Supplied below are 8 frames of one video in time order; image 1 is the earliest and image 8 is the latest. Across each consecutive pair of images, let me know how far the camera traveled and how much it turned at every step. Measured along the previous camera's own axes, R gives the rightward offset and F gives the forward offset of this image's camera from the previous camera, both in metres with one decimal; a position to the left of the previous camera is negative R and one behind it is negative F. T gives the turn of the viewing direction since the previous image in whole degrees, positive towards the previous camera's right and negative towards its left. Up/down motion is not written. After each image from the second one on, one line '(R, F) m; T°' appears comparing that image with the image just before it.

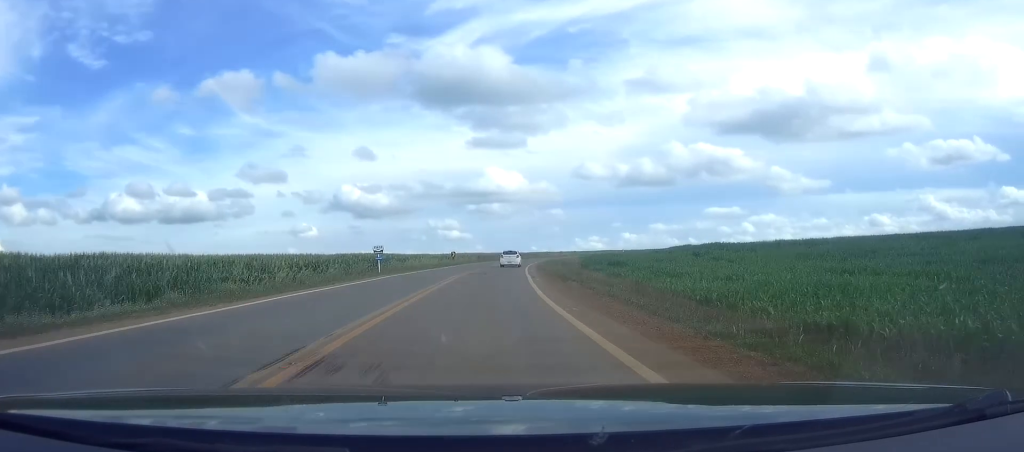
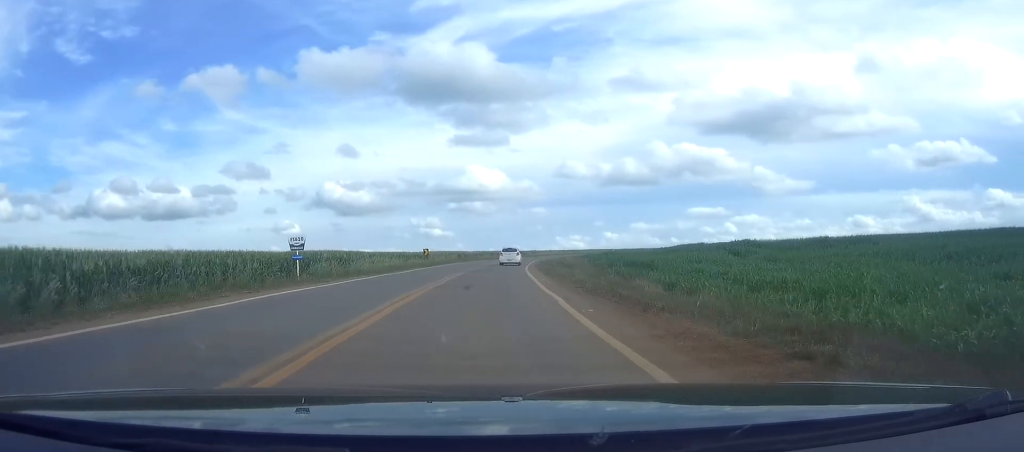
(0.0, +16.2) m; 0°
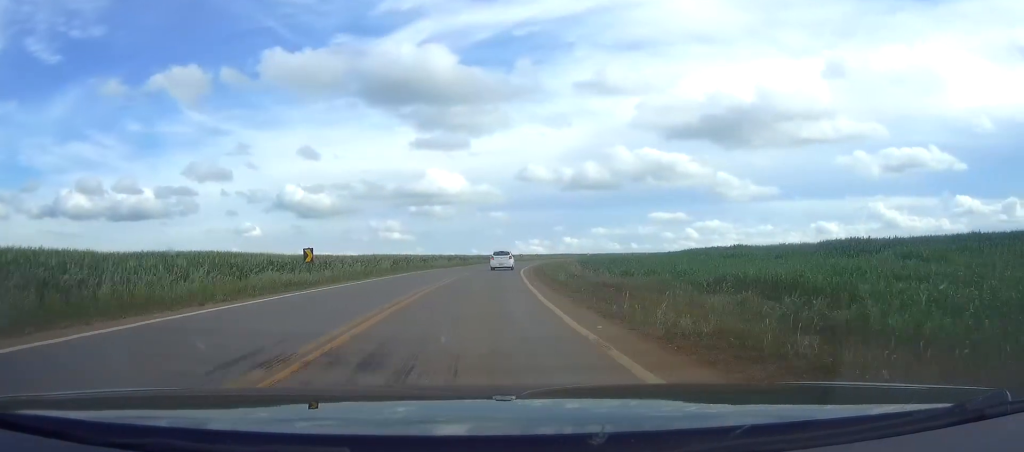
(0.0, +30.3) m; 0°
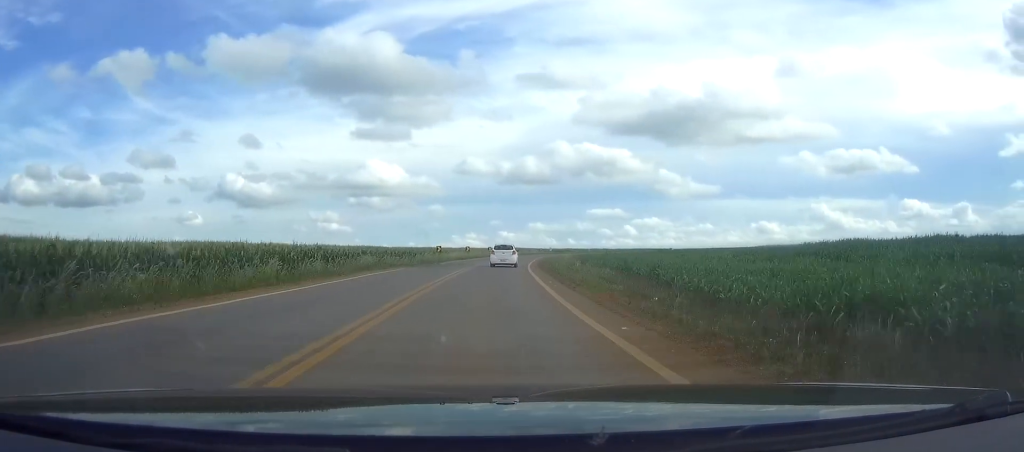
(0.0, +56.7) m; 0°
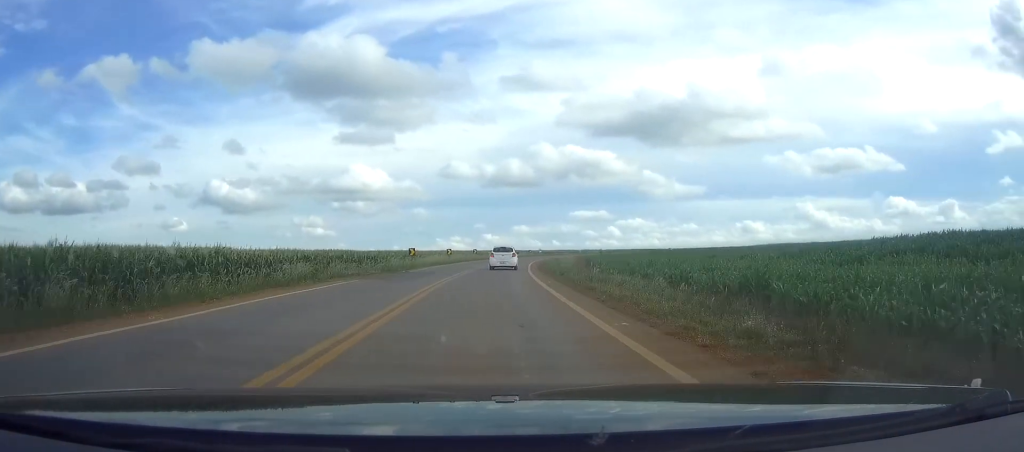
(0.0, +12.8) m; 0°
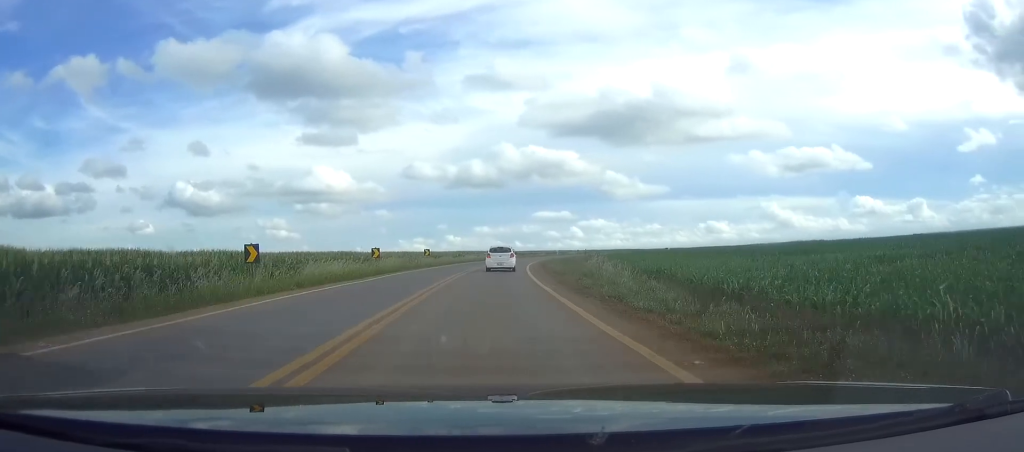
(0.0, +30.7) m; 0°
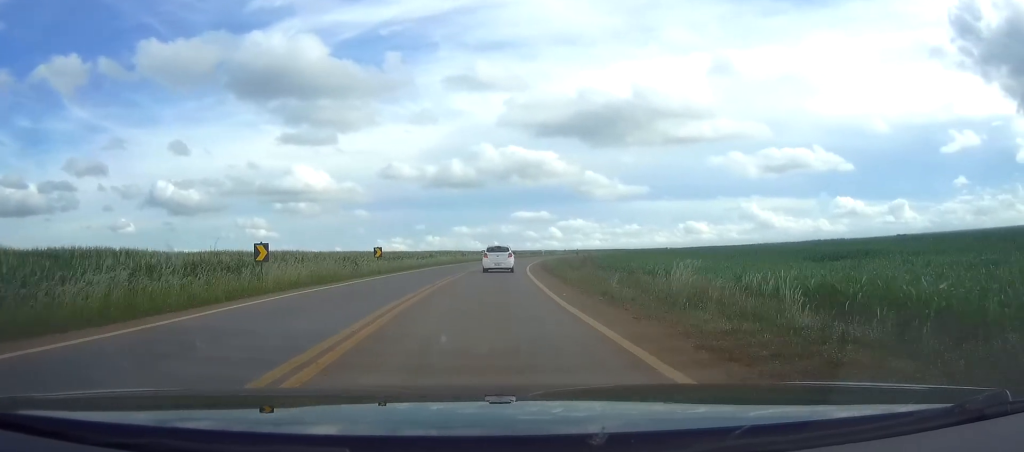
(0.0, +17.8) m; 0°
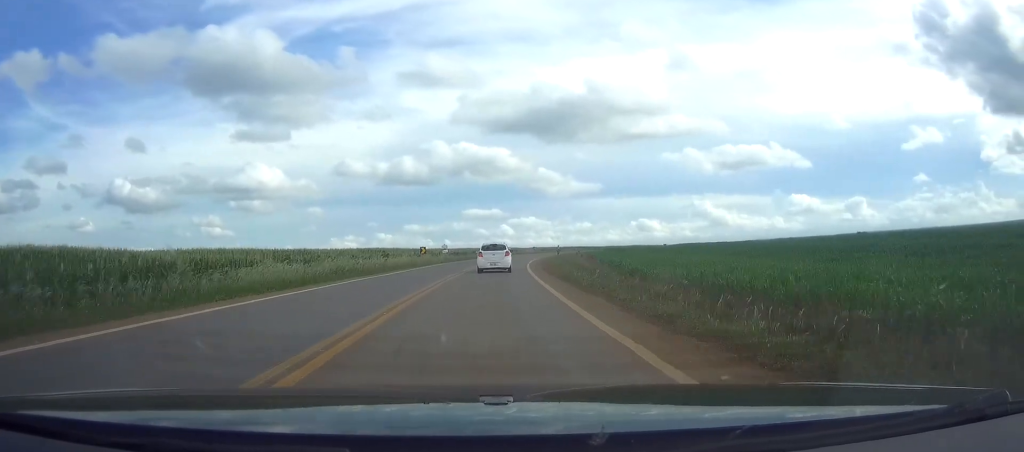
(0.0, +39.7) m; 0°
